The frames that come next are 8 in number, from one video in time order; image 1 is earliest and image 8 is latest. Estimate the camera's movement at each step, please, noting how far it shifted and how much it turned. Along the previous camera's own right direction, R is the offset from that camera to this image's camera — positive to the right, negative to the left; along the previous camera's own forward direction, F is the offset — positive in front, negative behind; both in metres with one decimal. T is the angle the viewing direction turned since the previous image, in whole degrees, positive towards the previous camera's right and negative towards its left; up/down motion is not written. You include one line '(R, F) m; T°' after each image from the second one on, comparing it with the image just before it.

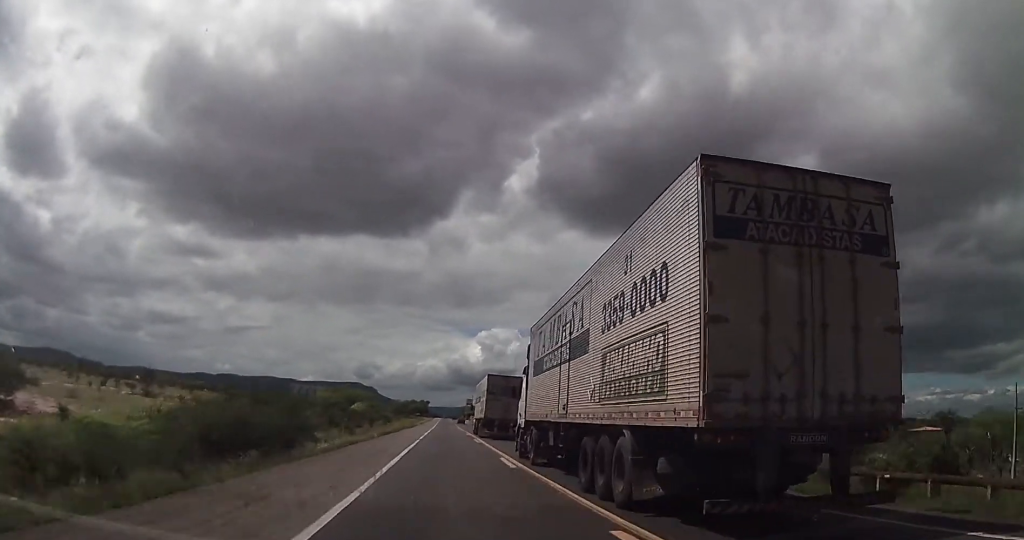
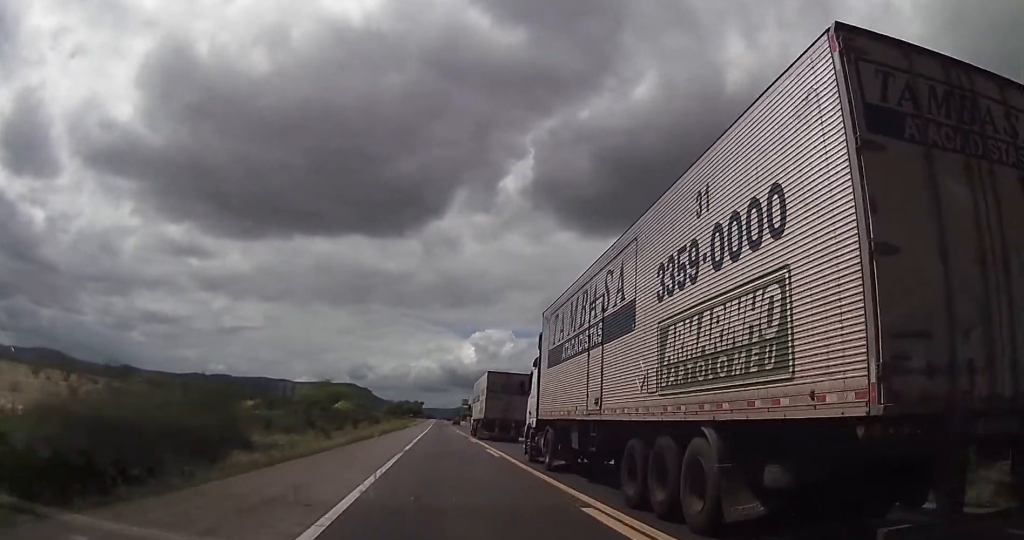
(0.0, +12.0) m; 0°
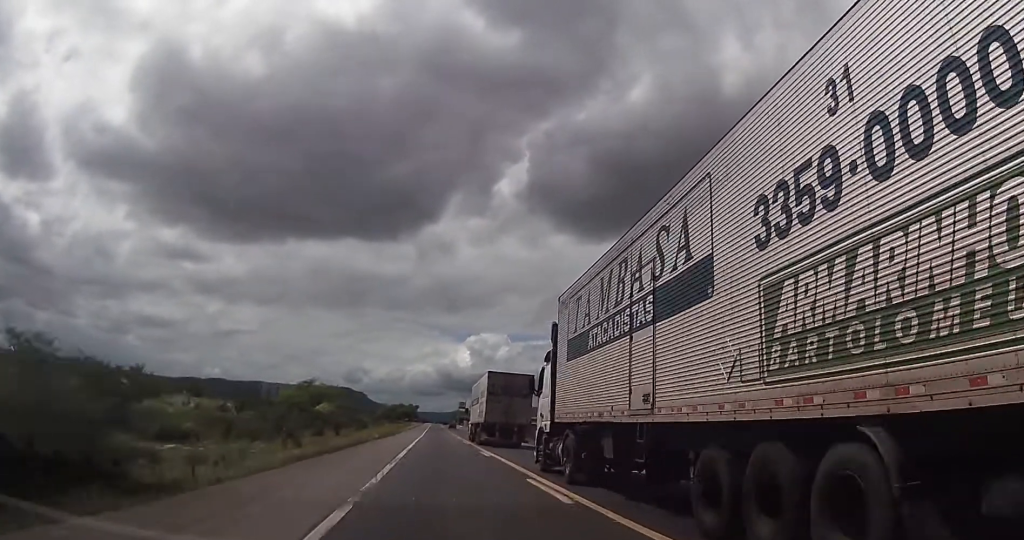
(0.0, +11.4) m; 0°
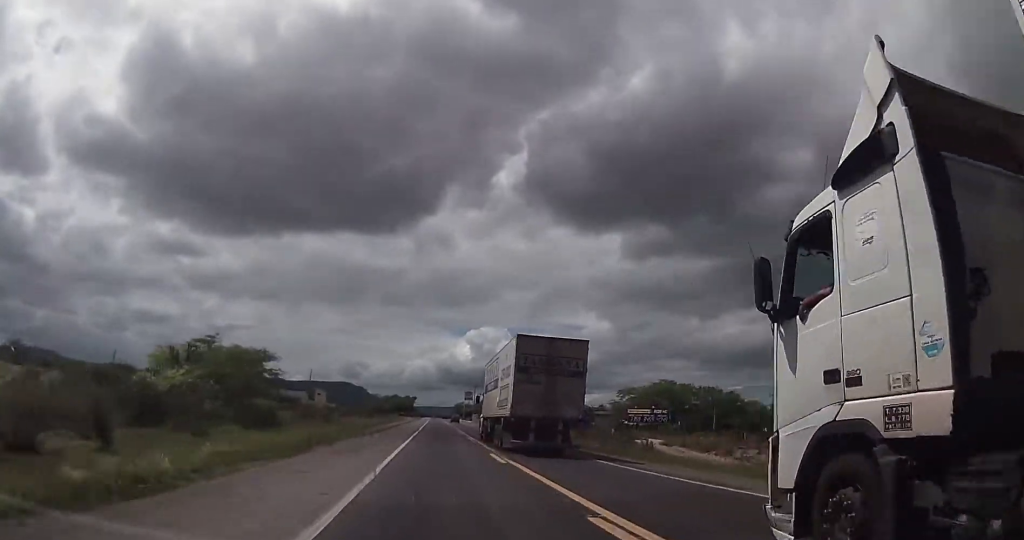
(+0.3, +50.6) m; +1°
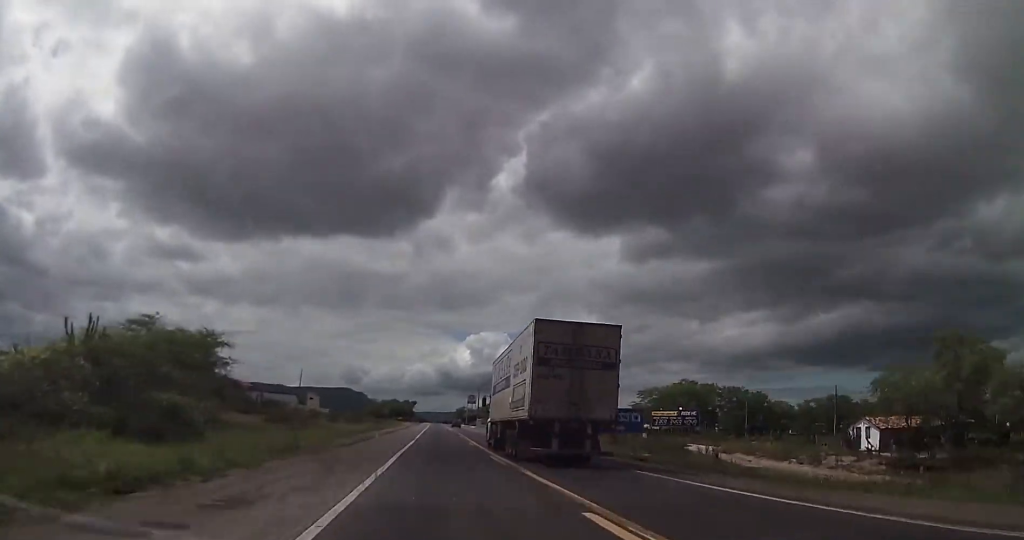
(+0.2, +15.0) m; 0°
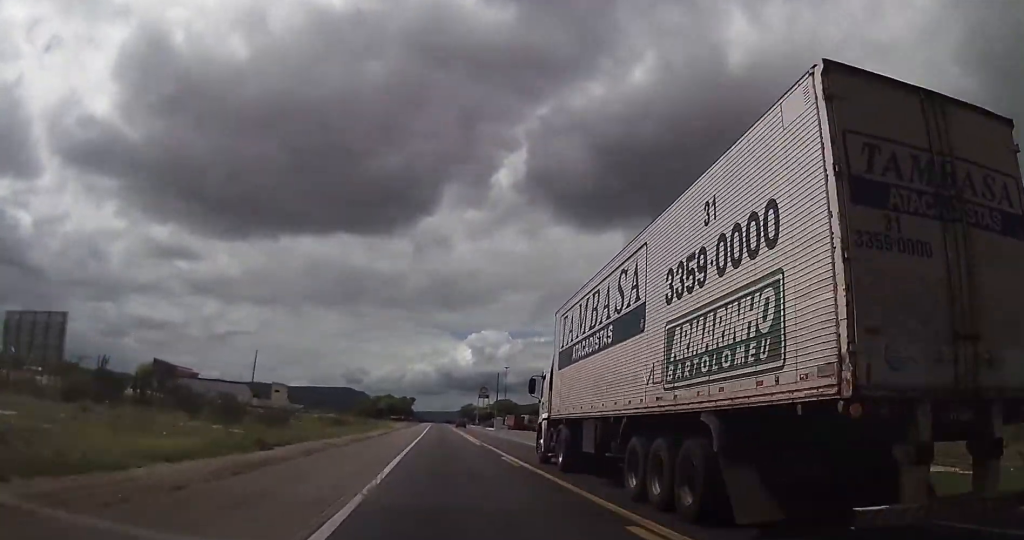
(+0.1, +53.1) m; 0°
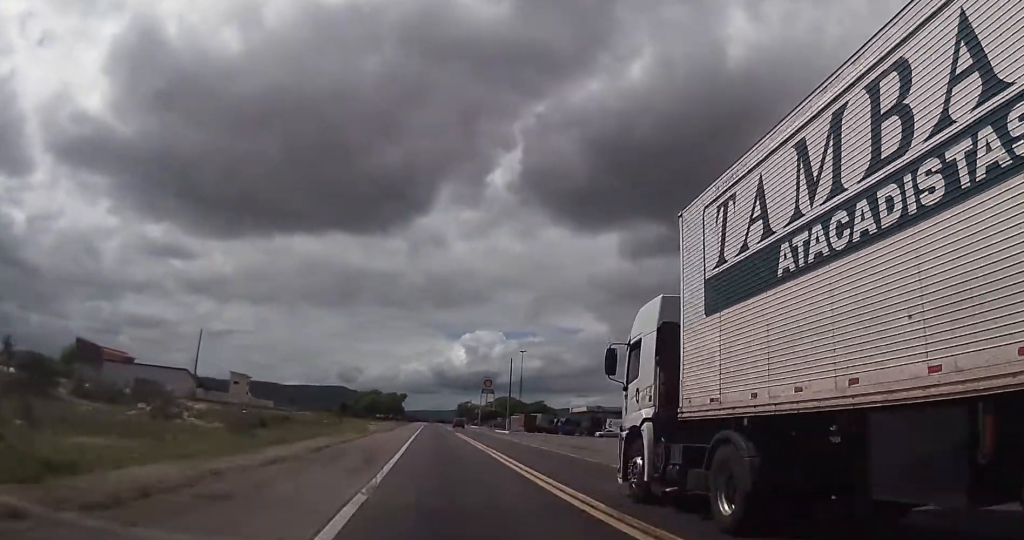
(+0.1, +34.5) m; 0°
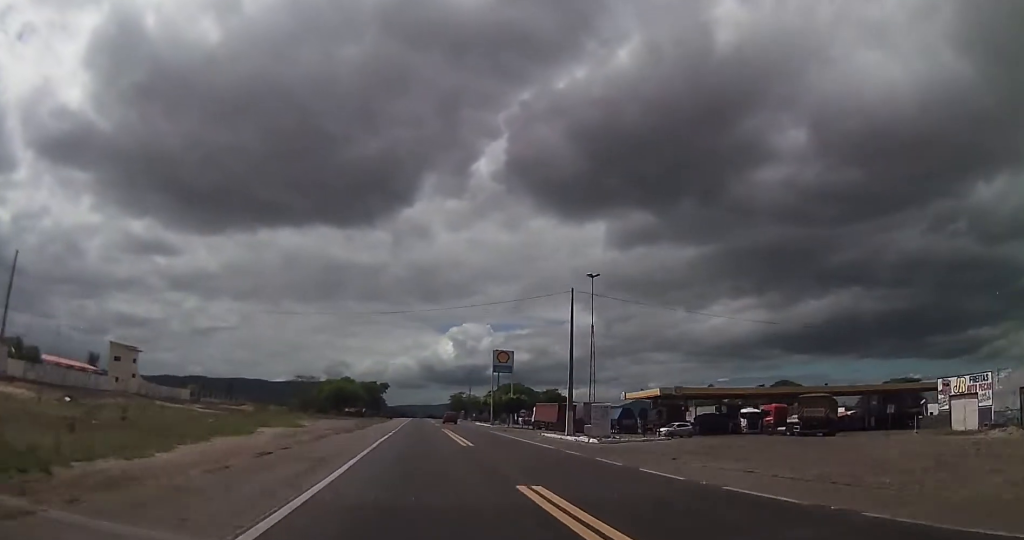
(-0.5, +53.4) m; 0°
